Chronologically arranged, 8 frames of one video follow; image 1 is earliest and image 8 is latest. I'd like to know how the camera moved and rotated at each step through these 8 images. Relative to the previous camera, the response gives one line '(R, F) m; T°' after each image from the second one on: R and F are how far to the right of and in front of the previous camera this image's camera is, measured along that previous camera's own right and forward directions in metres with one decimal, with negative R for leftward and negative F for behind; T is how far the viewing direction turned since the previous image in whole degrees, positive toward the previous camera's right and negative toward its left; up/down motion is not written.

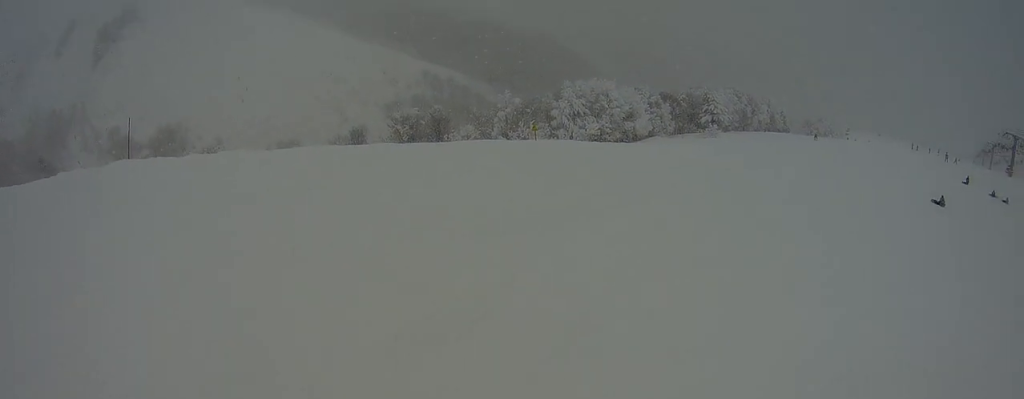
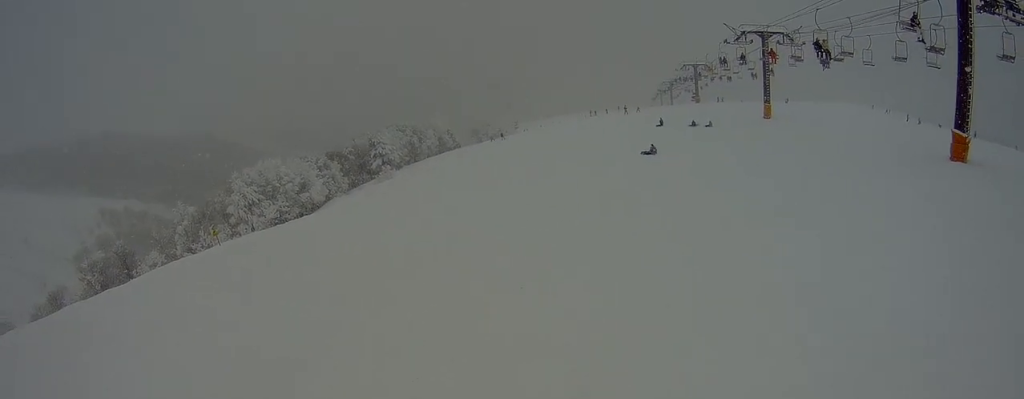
(+1.0, +2.8) m; +54°
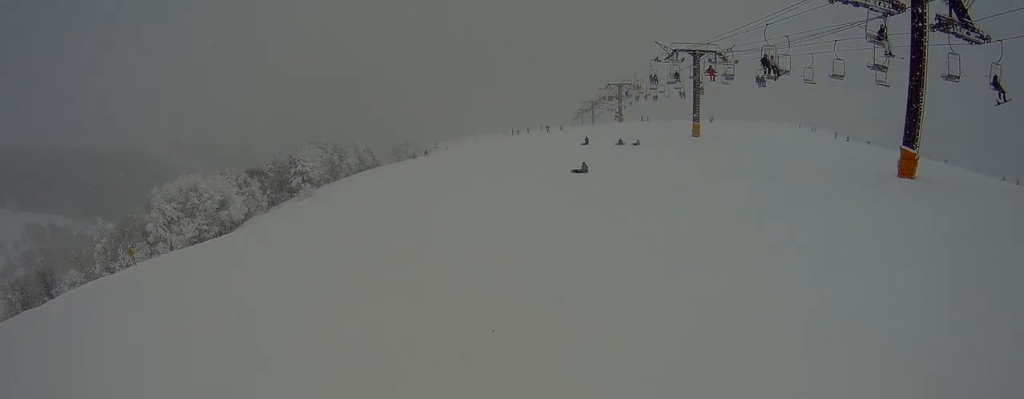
(+0.4, +1.6) m; +15°
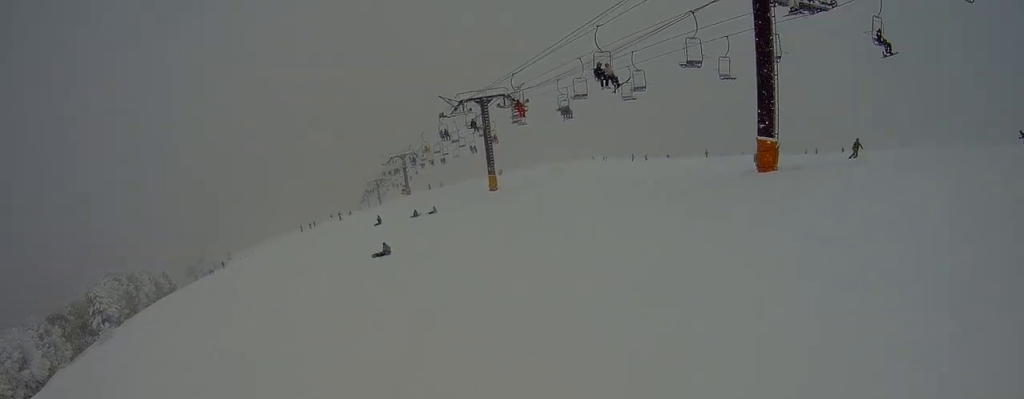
(+1.2, +5.5) m; +14°
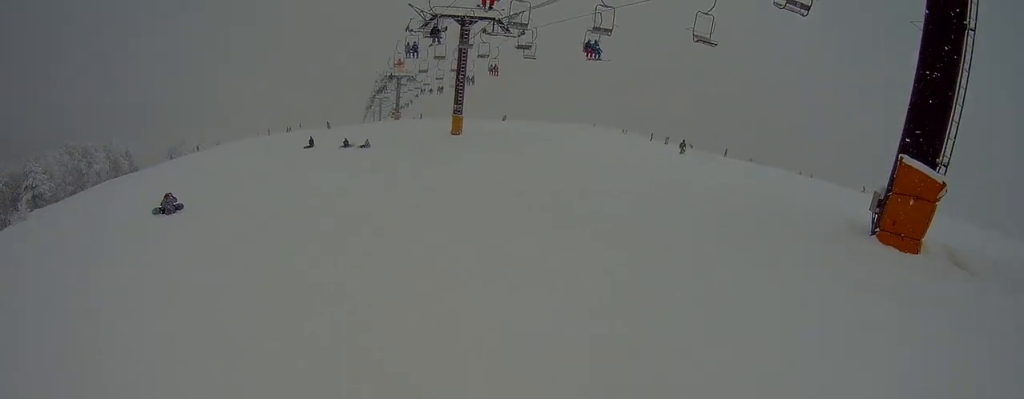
(+3.5, +15.6) m; +3°
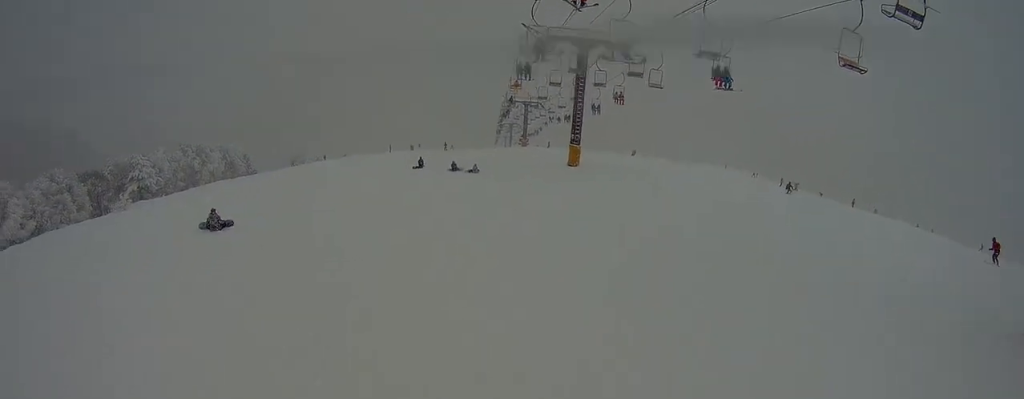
(-1.0, +3.1) m; -22°
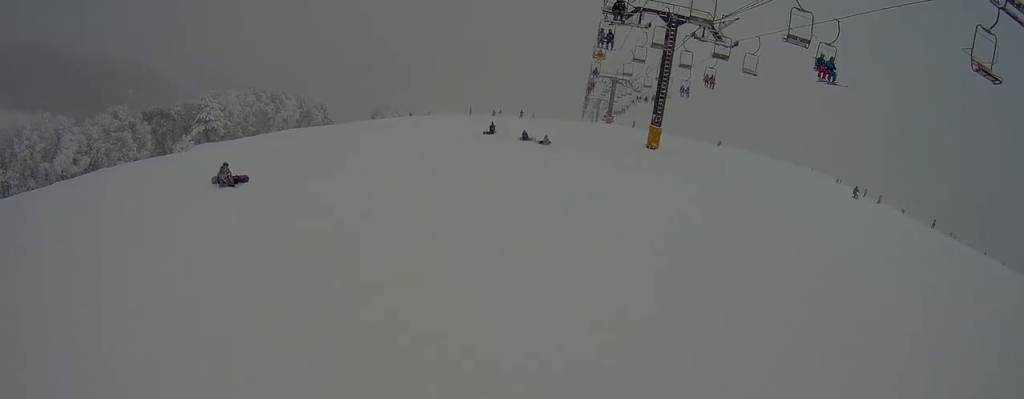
(-0.7, +2.7) m; -20°
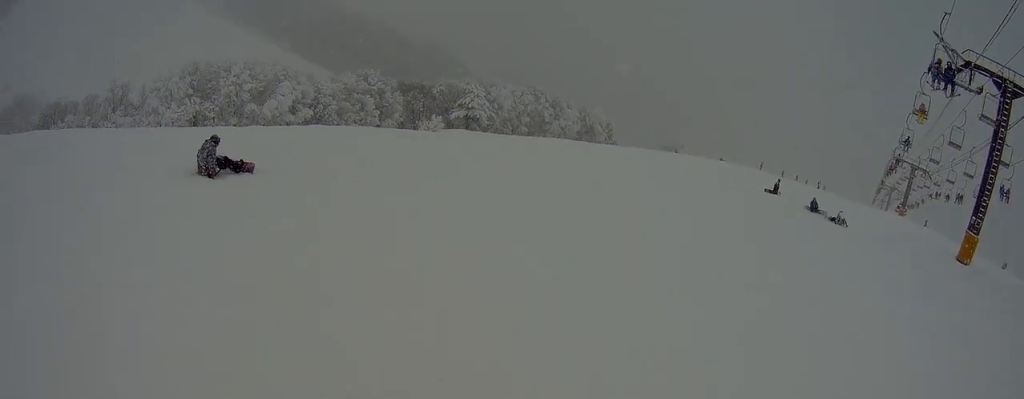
(-1.6, +8.5) m; -6°
